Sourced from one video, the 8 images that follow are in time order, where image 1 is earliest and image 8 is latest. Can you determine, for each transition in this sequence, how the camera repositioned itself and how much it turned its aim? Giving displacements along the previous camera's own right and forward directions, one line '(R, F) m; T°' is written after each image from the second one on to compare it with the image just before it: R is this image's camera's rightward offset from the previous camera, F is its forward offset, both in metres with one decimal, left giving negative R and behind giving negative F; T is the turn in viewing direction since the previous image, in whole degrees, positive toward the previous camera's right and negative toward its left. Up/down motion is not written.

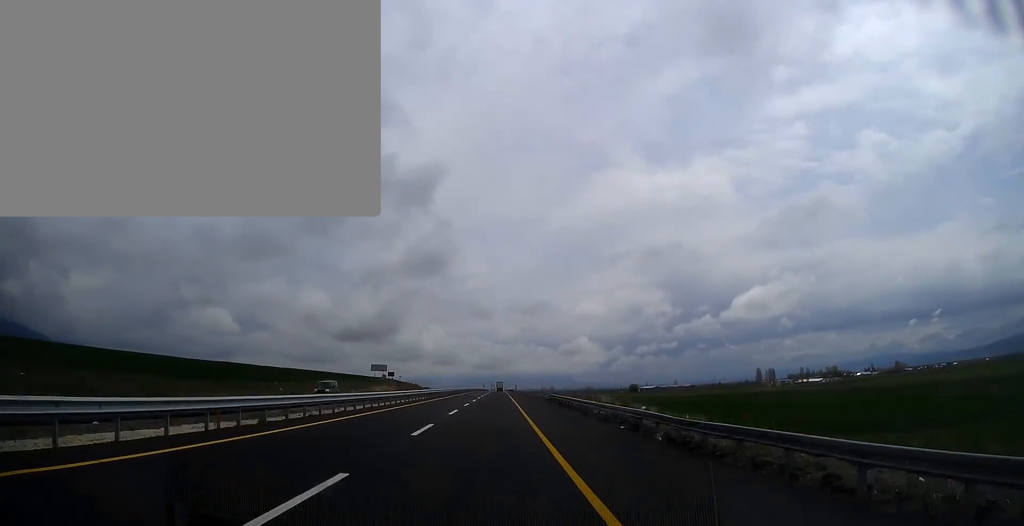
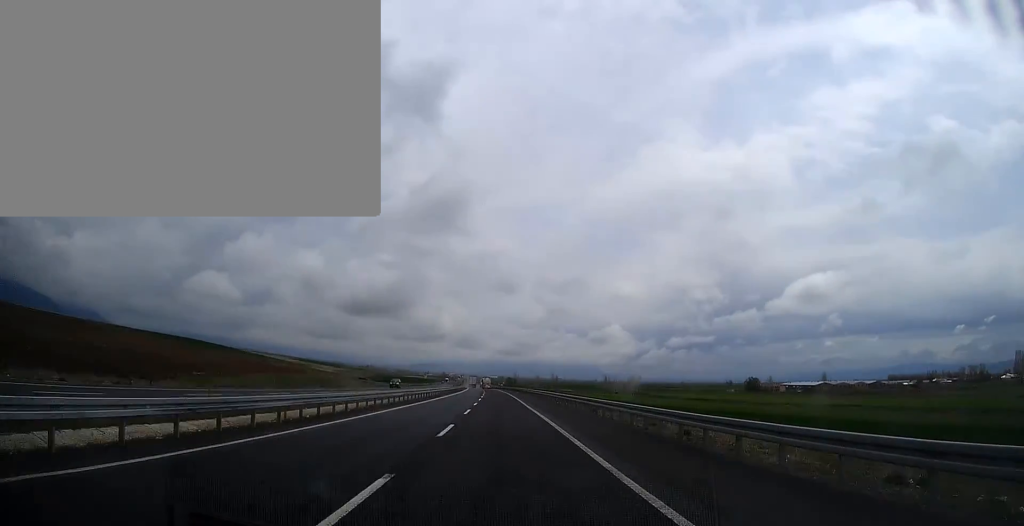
(-4.6, +430.7) m; -3°
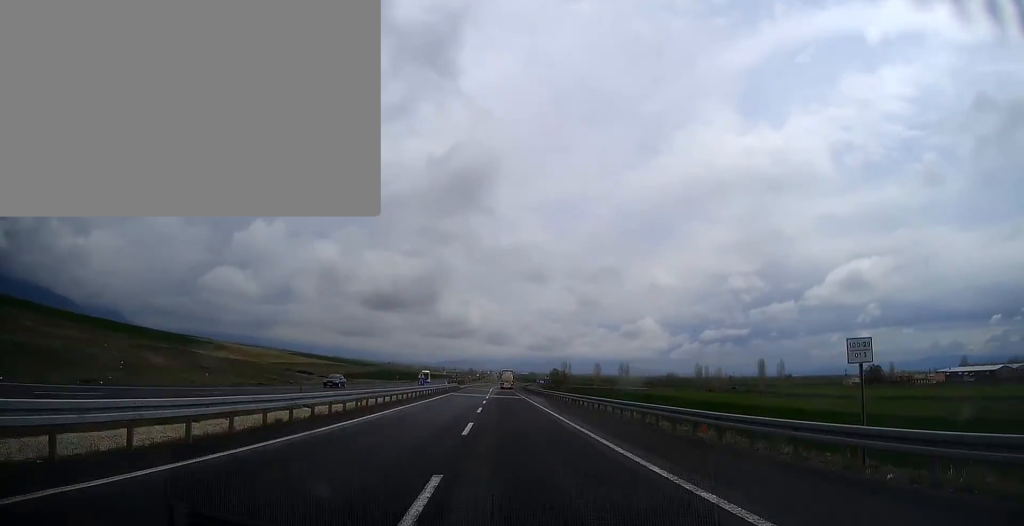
(-4.0, +163.4) m; -1°
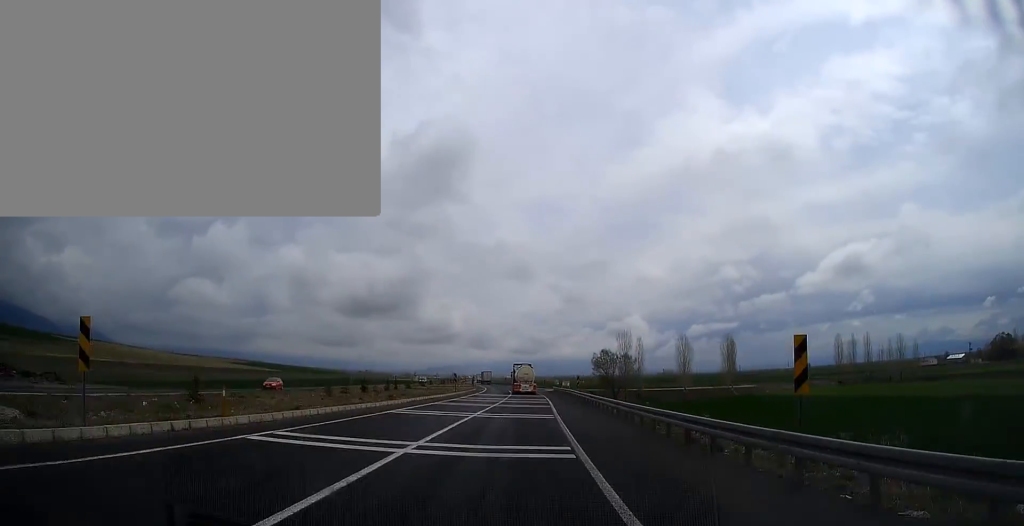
(+0.2, +155.5) m; -1°
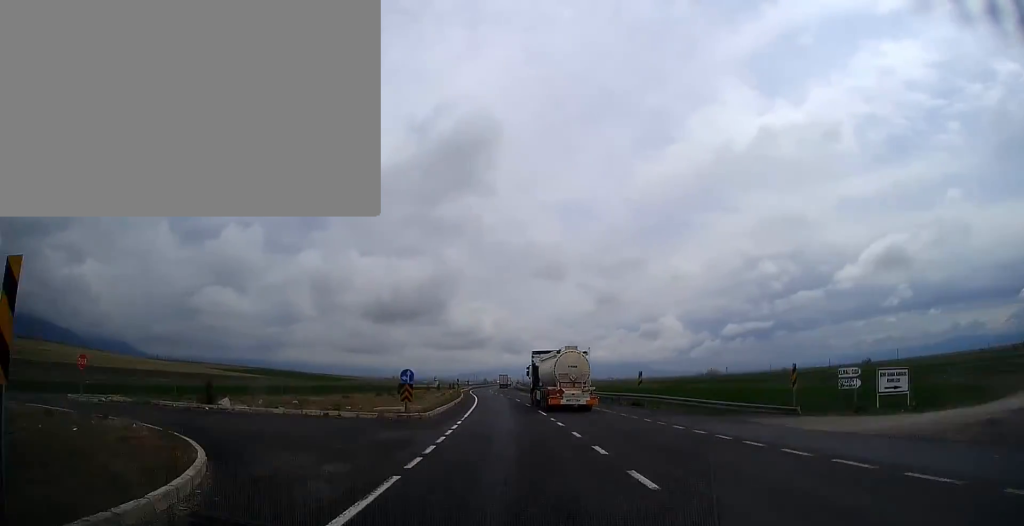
(-2.4, +107.5) m; -1°
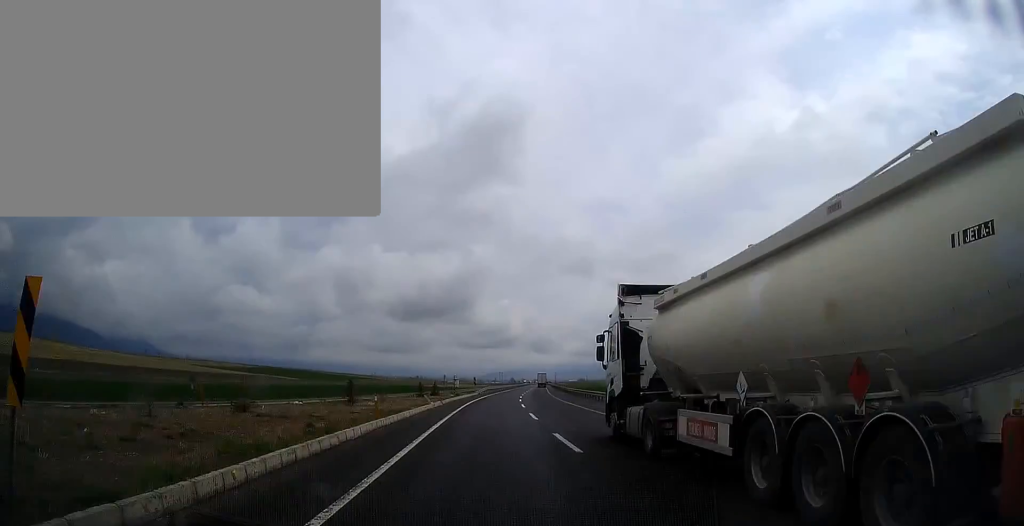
(-0.4, +74.4) m; 0°
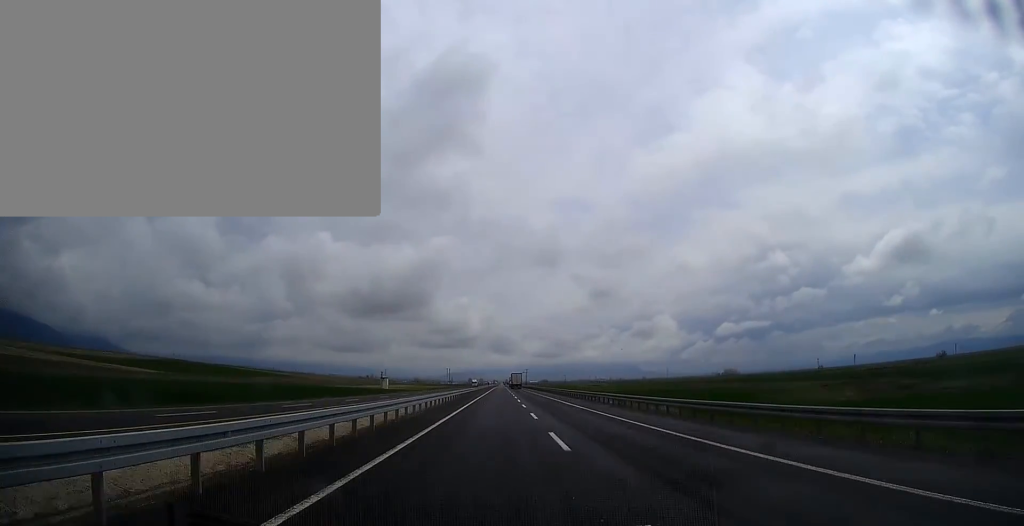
(+0.3, +165.9) m; +1°
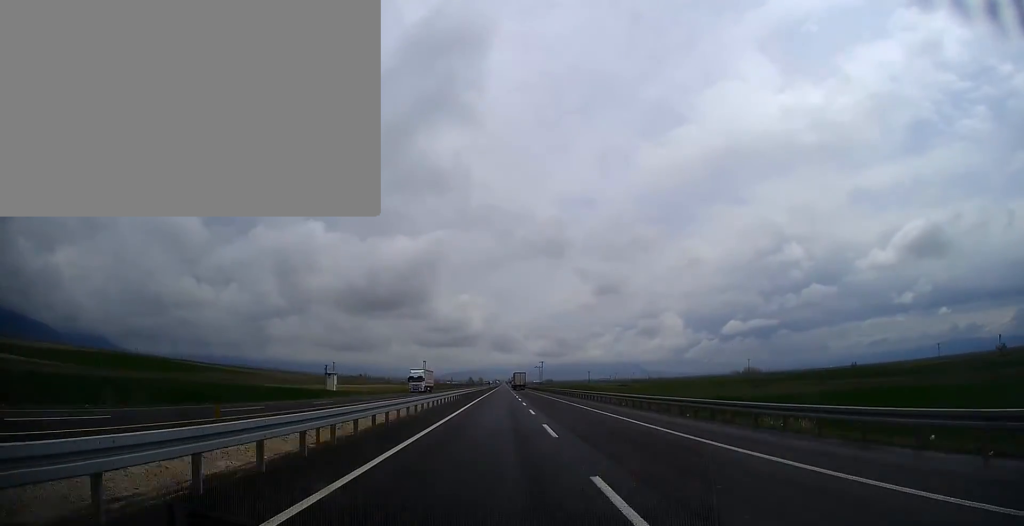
(+0.8, +128.0) m; 0°
